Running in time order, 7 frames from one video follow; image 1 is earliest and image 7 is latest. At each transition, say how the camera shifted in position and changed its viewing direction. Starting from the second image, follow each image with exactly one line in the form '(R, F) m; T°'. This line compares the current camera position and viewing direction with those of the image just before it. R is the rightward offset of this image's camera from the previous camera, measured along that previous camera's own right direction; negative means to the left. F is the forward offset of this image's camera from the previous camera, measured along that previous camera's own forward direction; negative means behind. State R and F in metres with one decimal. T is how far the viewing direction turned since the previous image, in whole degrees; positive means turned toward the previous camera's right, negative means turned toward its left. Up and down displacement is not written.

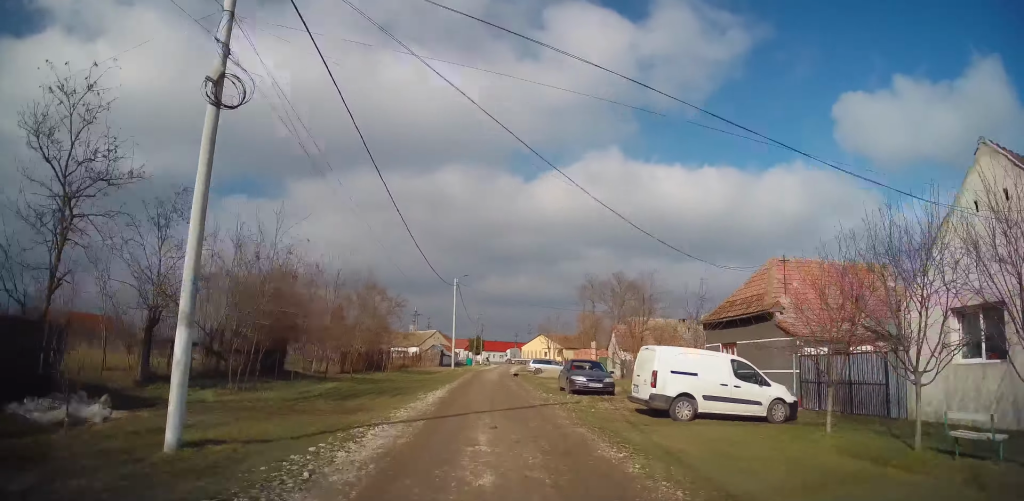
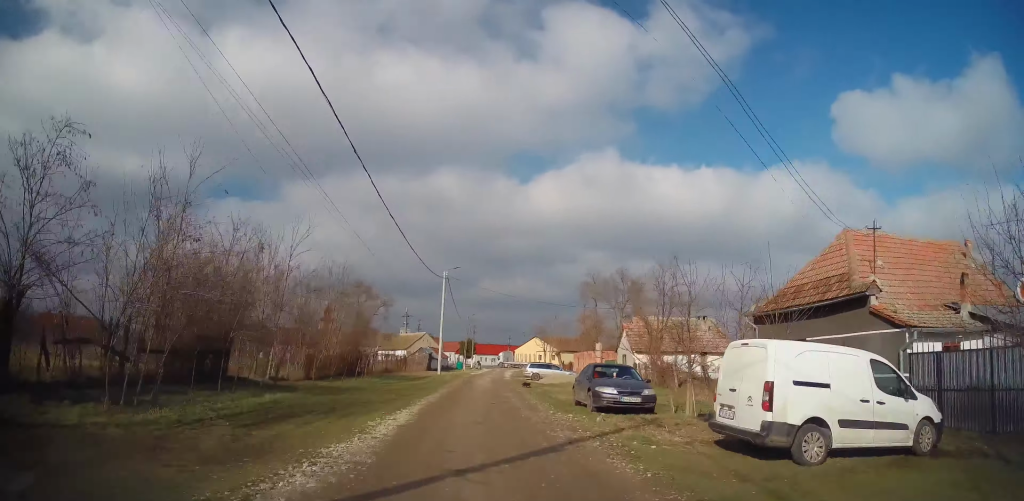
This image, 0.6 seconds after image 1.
(0.0, +5.5) m; 0°
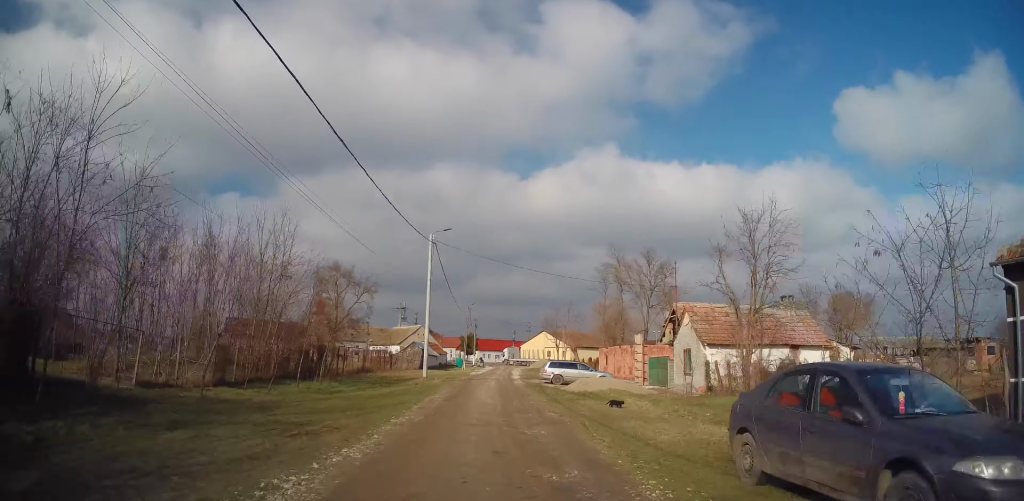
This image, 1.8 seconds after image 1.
(0.0, +11.0) m; 0°
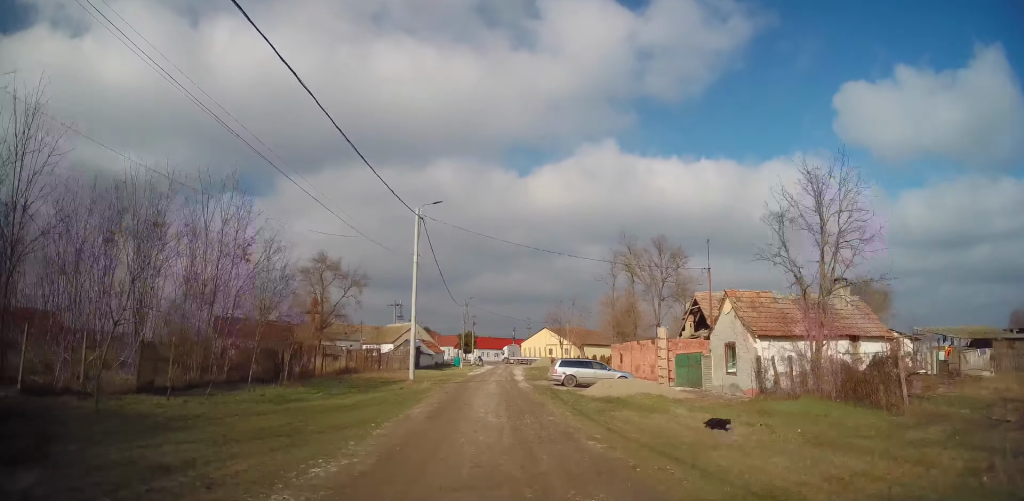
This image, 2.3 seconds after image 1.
(0.0, +4.9) m; 0°
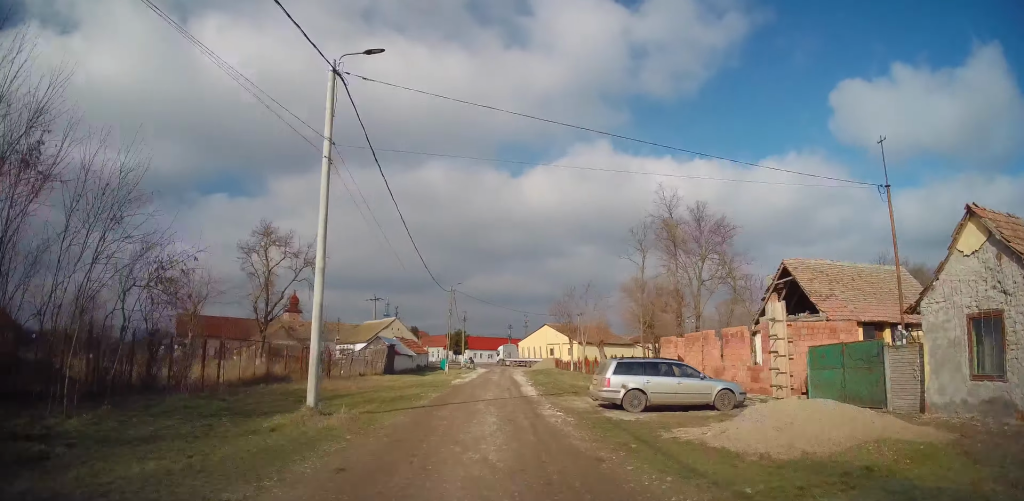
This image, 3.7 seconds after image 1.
(0.0, +13.0) m; 0°
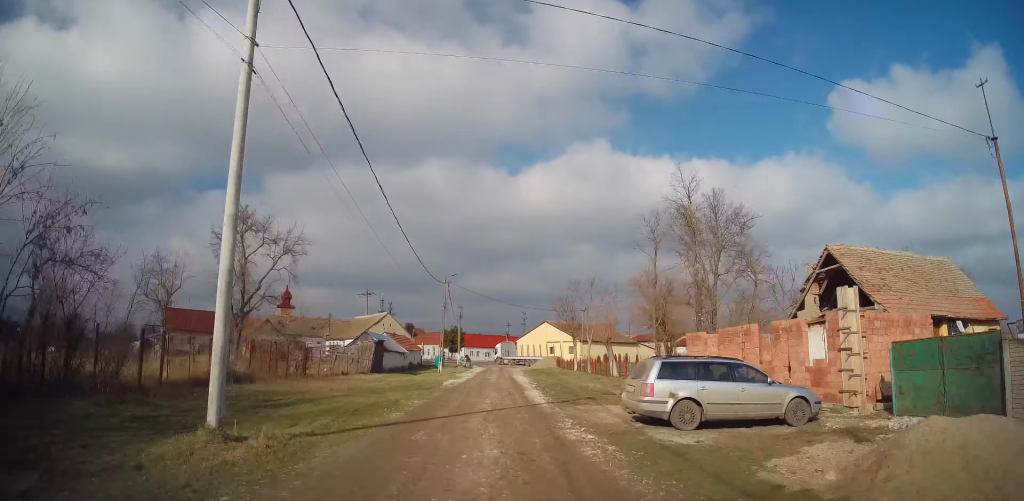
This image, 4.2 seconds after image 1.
(0.0, +4.0) m; +1°
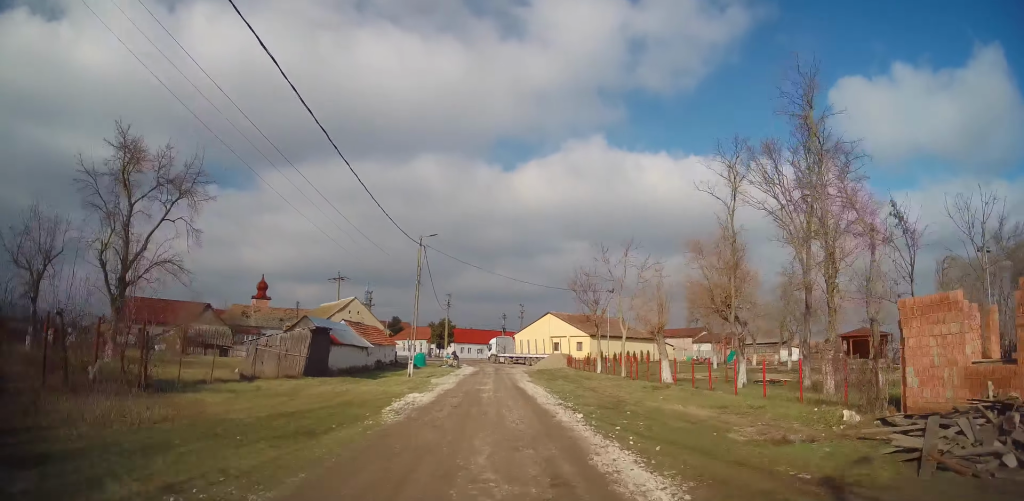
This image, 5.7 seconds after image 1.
(+0.4, +14.0) m; +1°
